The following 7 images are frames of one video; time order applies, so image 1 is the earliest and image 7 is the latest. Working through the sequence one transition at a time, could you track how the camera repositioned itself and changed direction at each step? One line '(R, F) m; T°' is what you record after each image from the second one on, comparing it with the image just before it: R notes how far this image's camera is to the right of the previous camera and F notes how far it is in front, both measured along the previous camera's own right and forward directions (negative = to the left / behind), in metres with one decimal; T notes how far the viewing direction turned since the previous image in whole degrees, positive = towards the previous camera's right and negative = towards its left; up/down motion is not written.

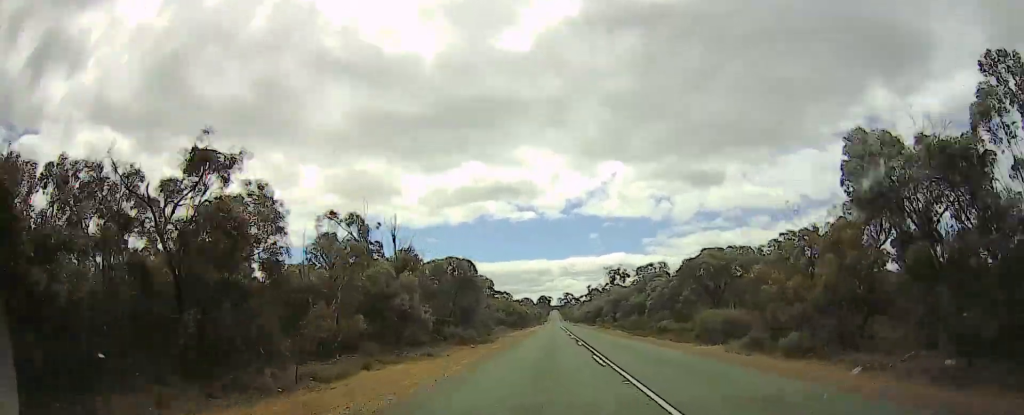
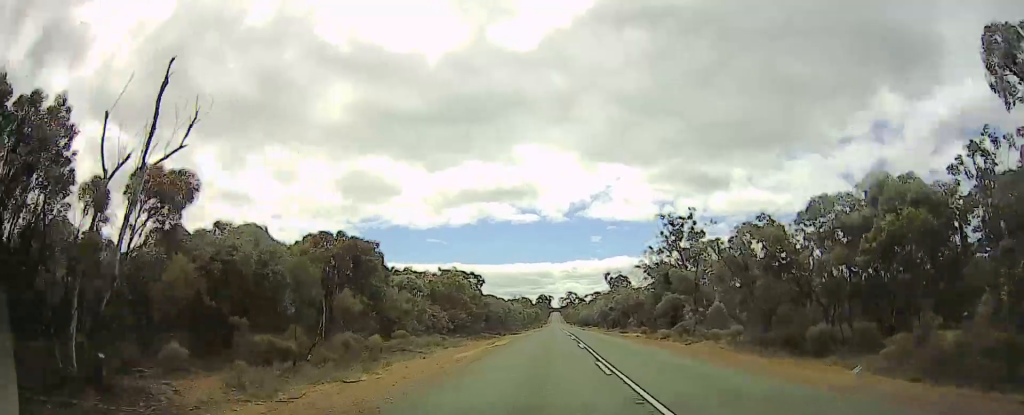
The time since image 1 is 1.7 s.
(-0.9, +49.6) m; -2°
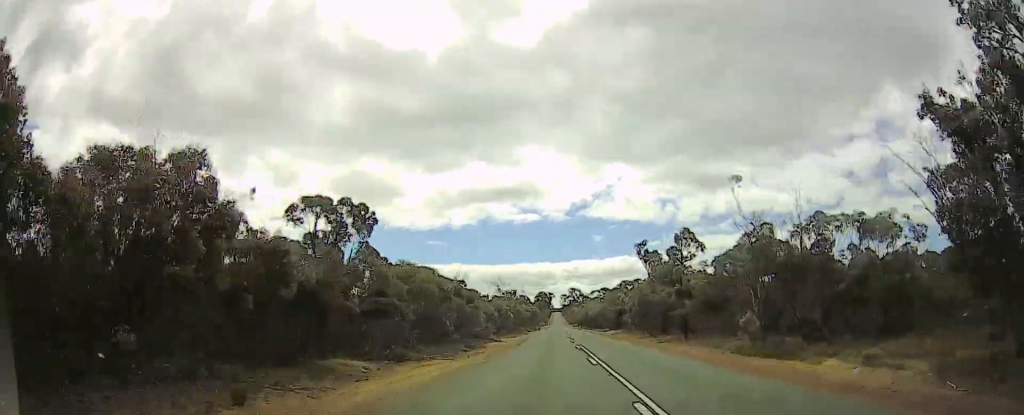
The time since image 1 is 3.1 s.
(0.0, +44.7) m; +1°
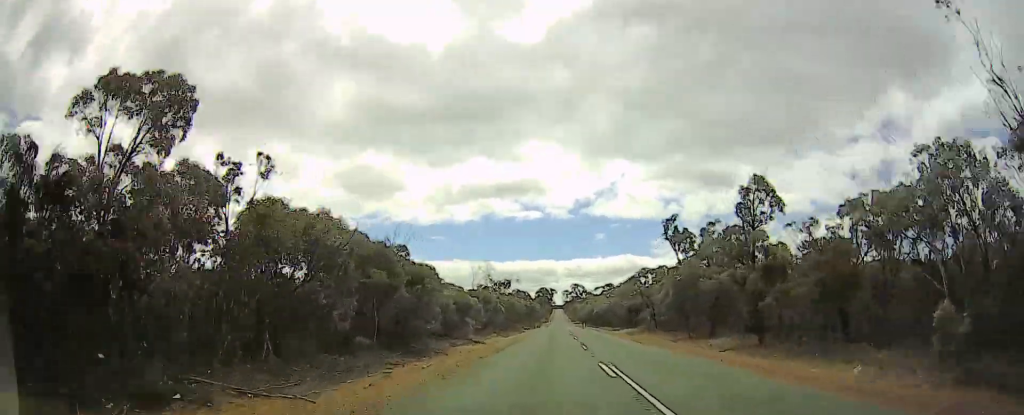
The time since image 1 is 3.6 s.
(+0.1, +16.9) m; 0°
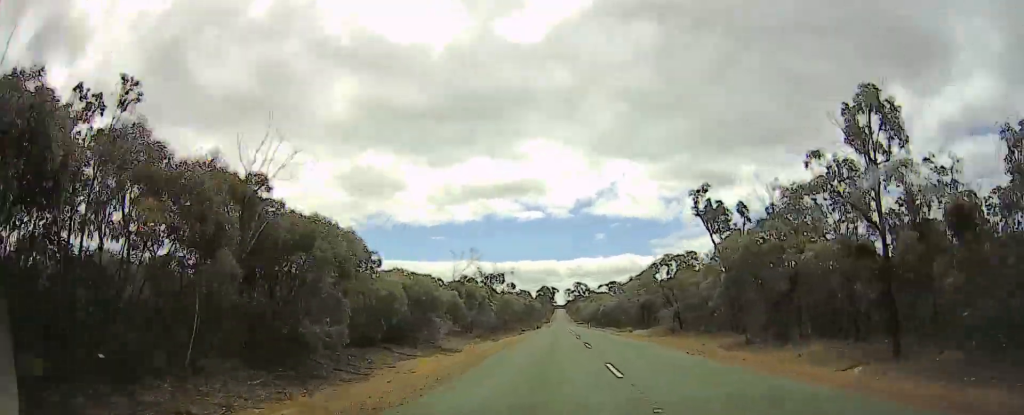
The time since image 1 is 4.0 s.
(0.0, +12.7) m; 0°
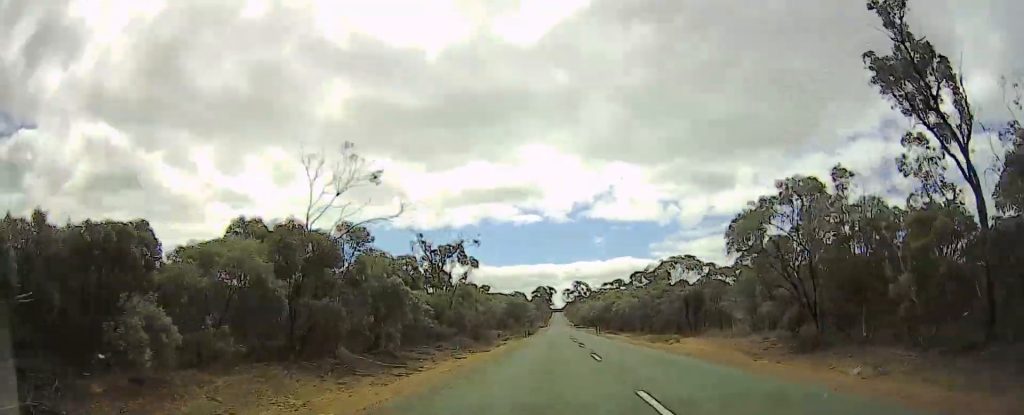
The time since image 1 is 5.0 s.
(-0.1, +31.8) m; 0°
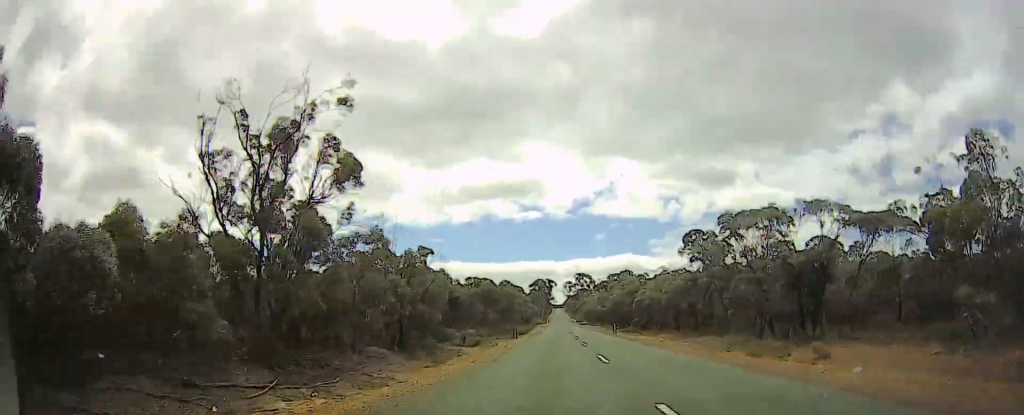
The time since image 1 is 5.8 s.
(0.0, +28.0) m; 0°
